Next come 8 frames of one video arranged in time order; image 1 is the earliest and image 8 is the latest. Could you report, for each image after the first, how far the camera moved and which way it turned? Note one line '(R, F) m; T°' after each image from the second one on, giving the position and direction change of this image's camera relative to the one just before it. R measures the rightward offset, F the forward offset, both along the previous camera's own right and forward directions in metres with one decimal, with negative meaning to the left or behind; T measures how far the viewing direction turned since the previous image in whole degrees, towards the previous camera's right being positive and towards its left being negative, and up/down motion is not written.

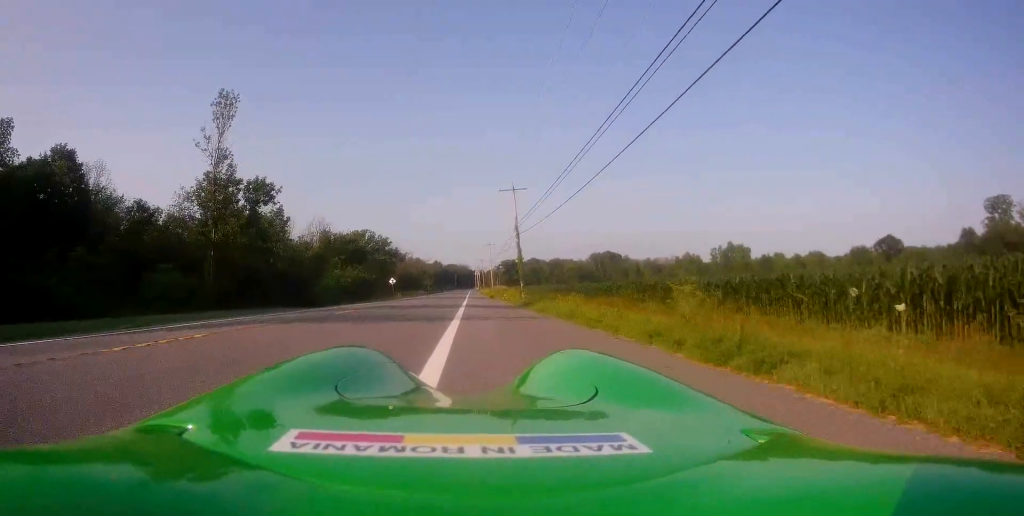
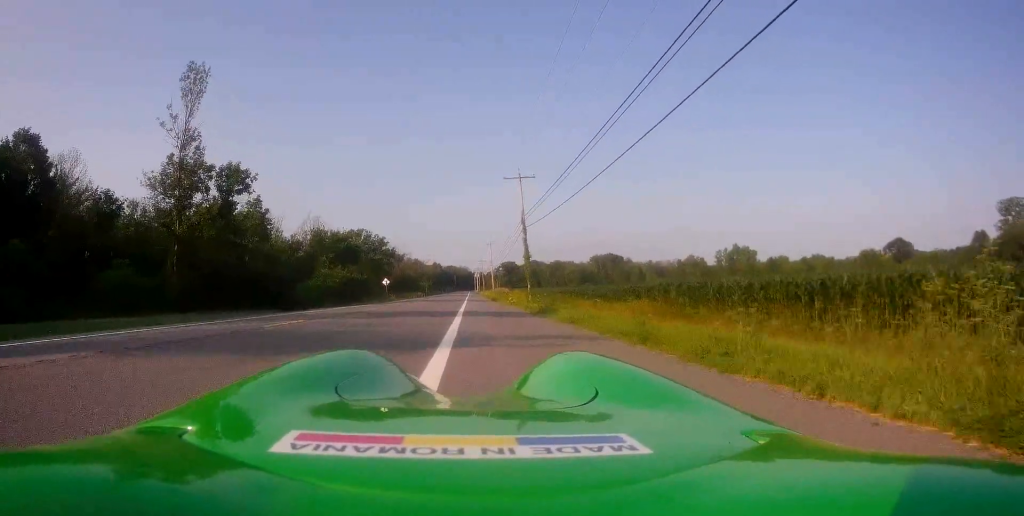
(+0.1, +6.7) m; +1°
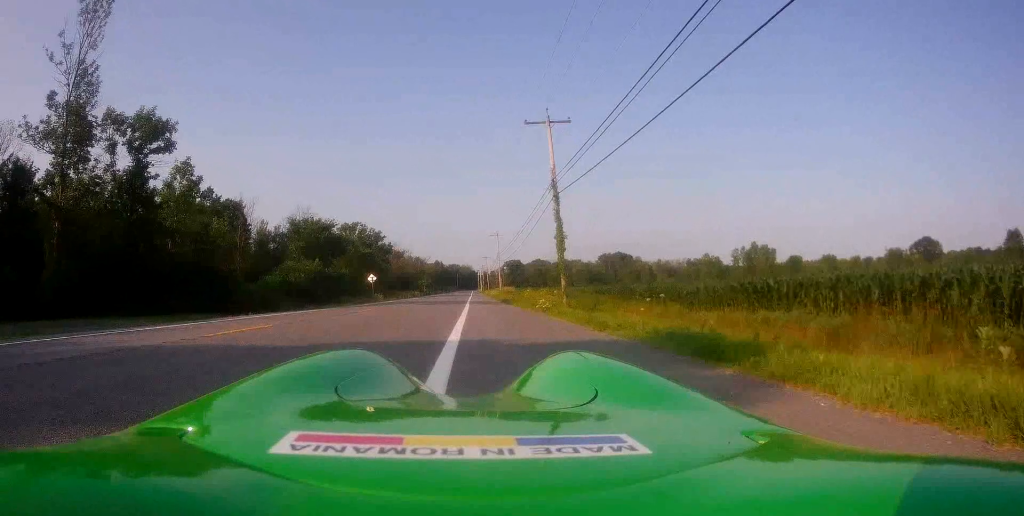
(+0.4, +15.0) m; 0°
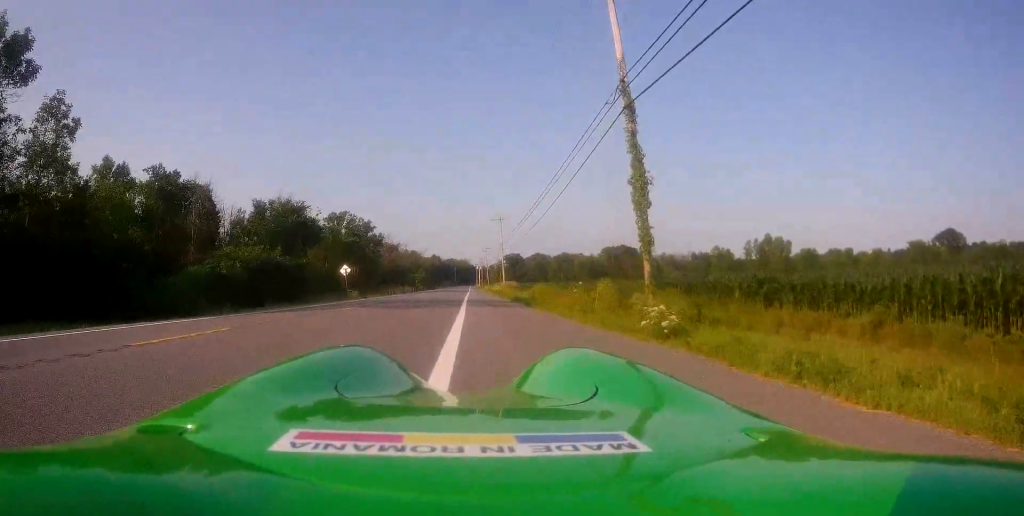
(-0.3, +14.7) m; 0°
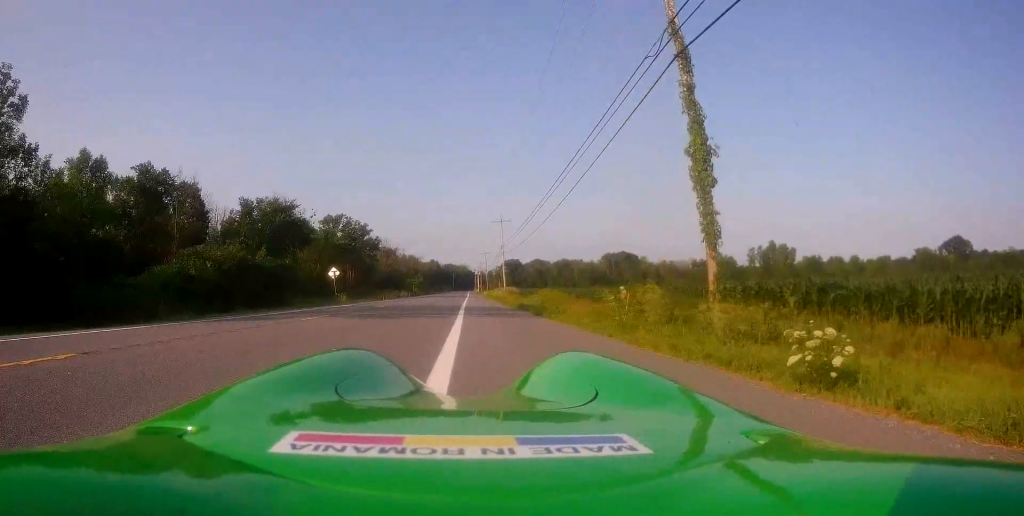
(+0.1, +4.2) m; +1°
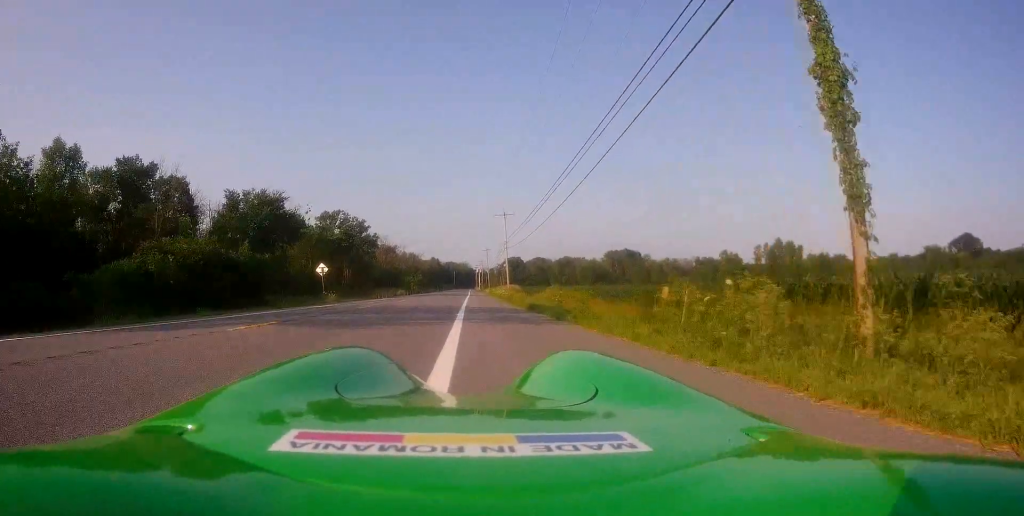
(+0.1, +4.7) m; 0°
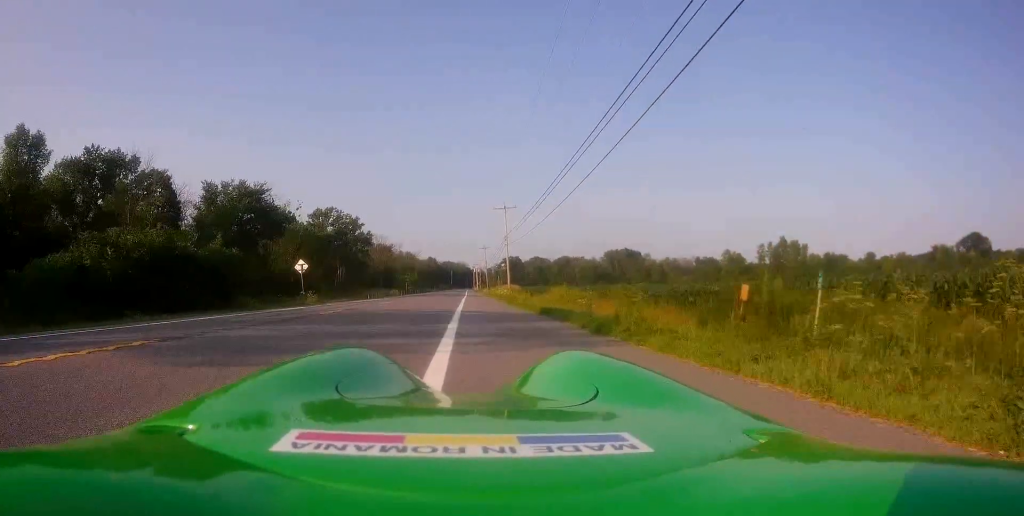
(0.0, +5.5) m; -2°
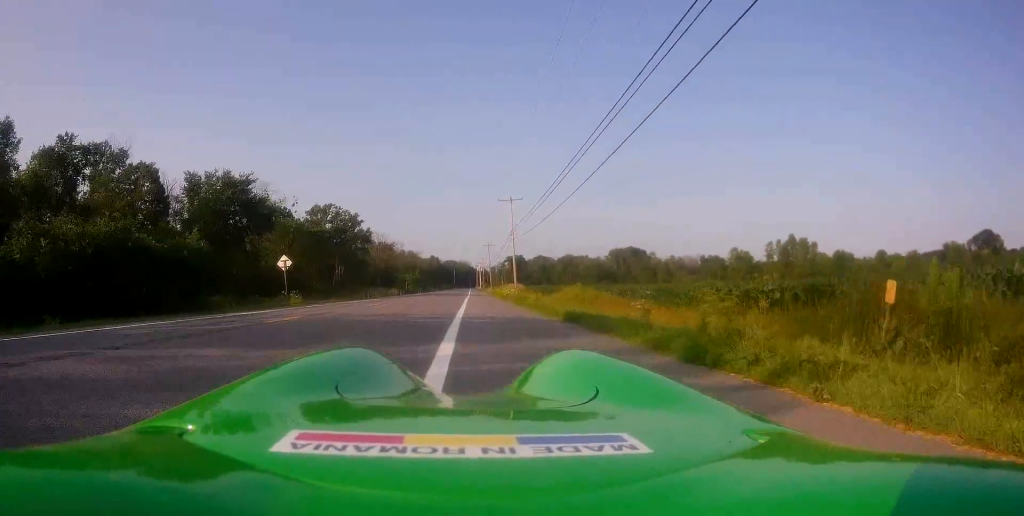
(0.0, +4.7) m; -1°
